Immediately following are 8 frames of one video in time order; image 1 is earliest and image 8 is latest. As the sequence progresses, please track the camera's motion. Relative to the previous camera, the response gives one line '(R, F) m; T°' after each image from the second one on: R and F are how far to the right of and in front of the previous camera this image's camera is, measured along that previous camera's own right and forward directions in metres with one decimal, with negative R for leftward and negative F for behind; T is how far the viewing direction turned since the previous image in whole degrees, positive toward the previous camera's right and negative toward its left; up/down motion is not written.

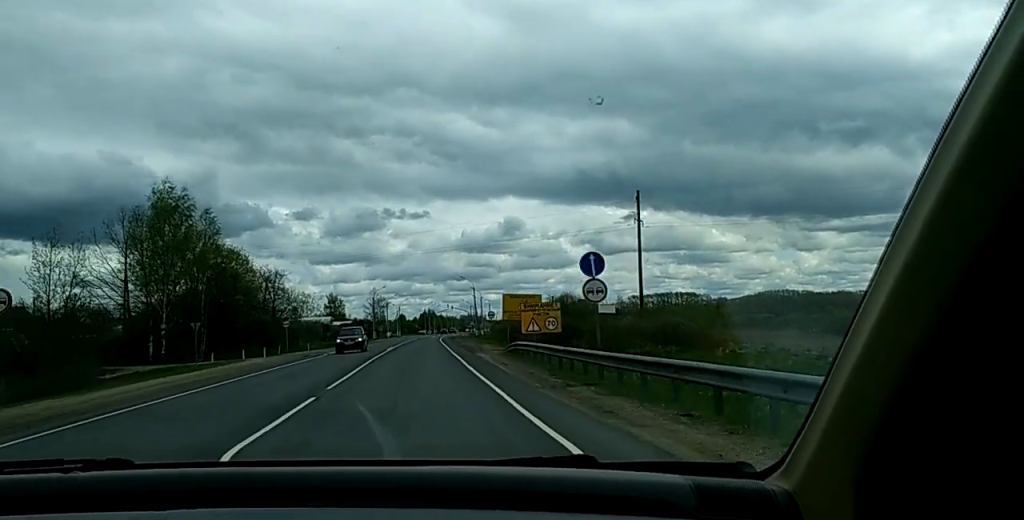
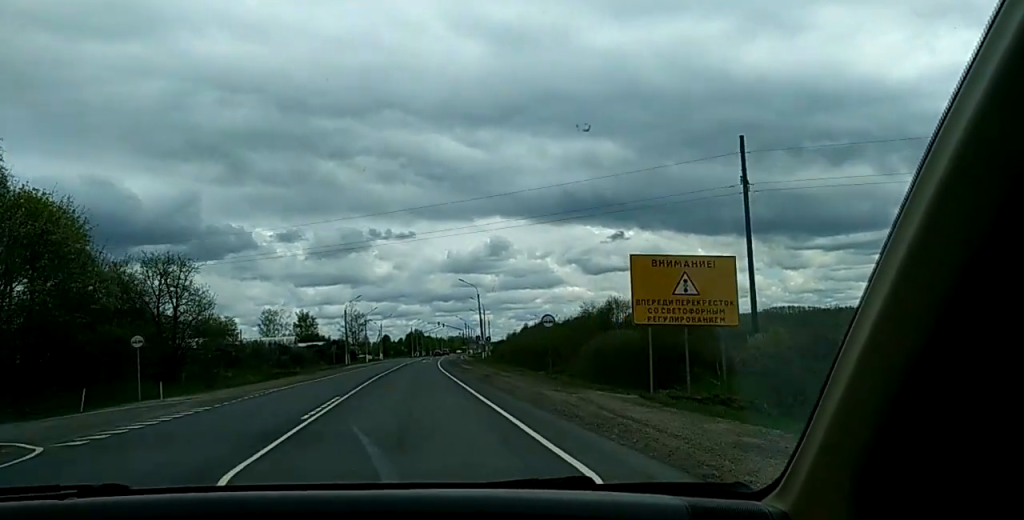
(+1.1, +48.2) m; +2°
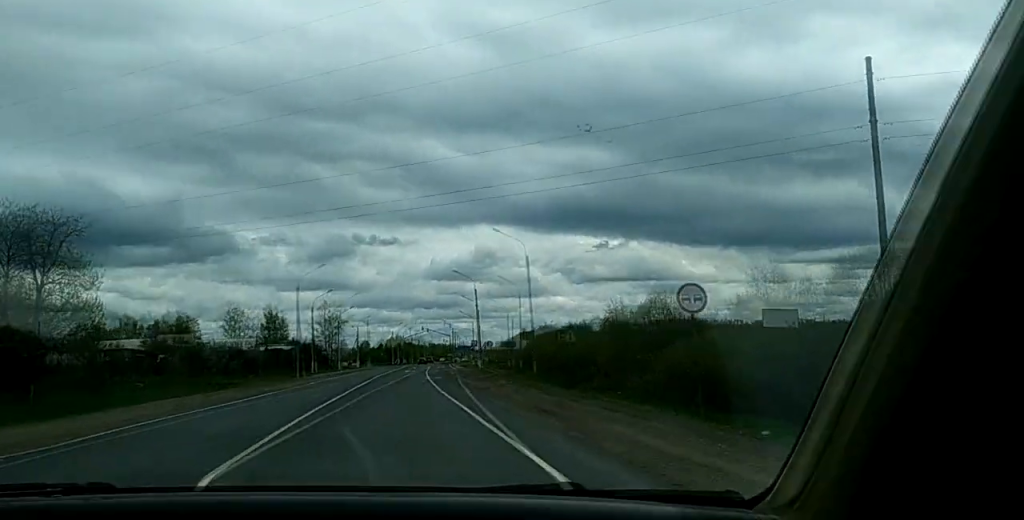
(-0.2, +27.5) m; -2°
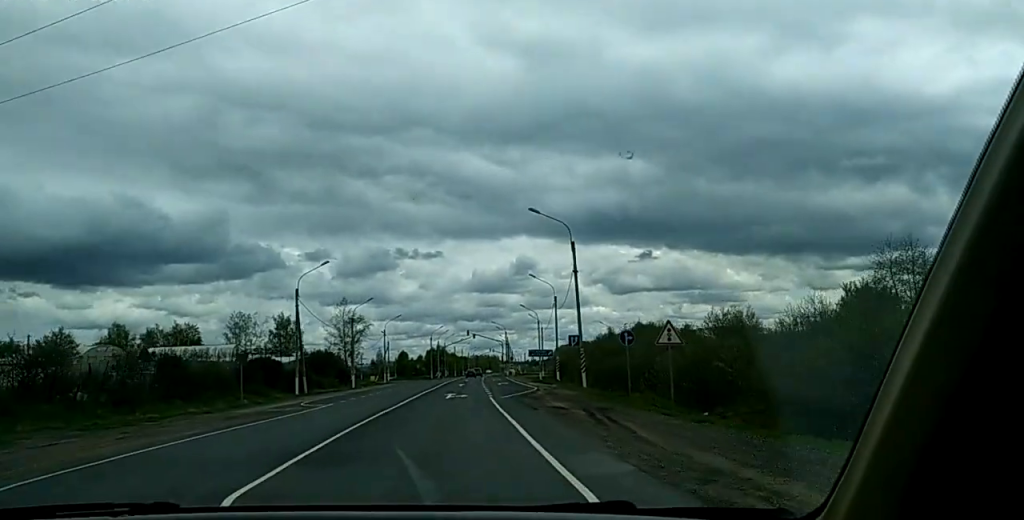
(-0.3, +17.1) m; -1°
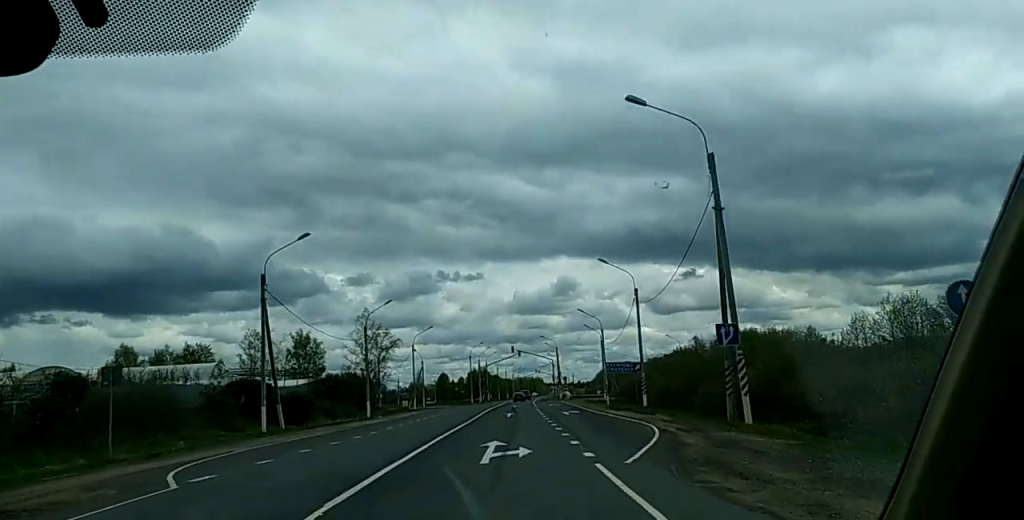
(+0.3, +28.4) m; +2°
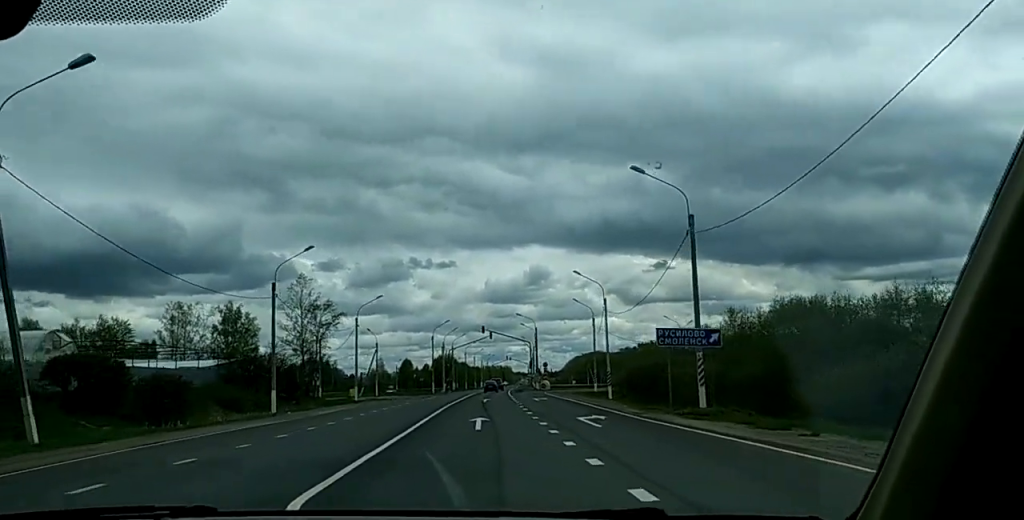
(+0.6, +27.3) m; +2°
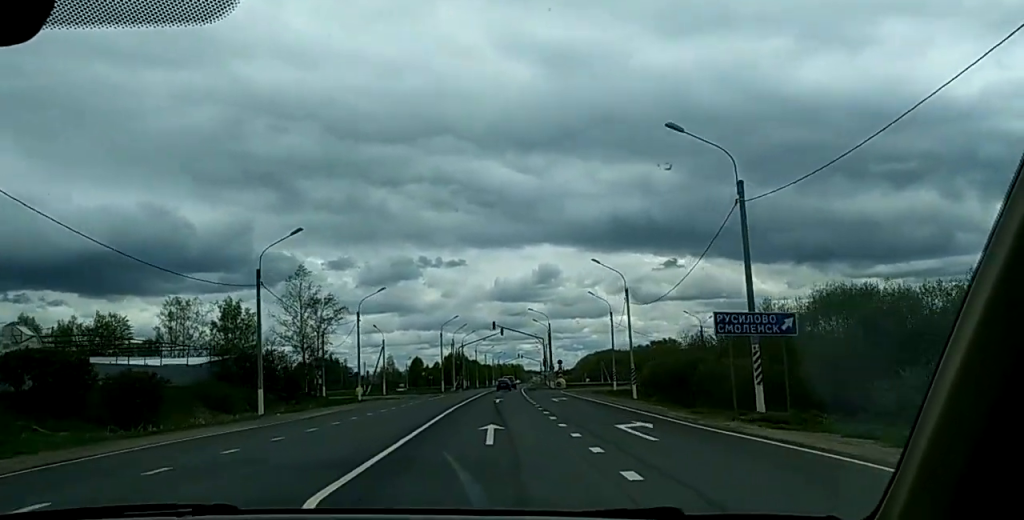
(+0.1, +7.0) m; 0°
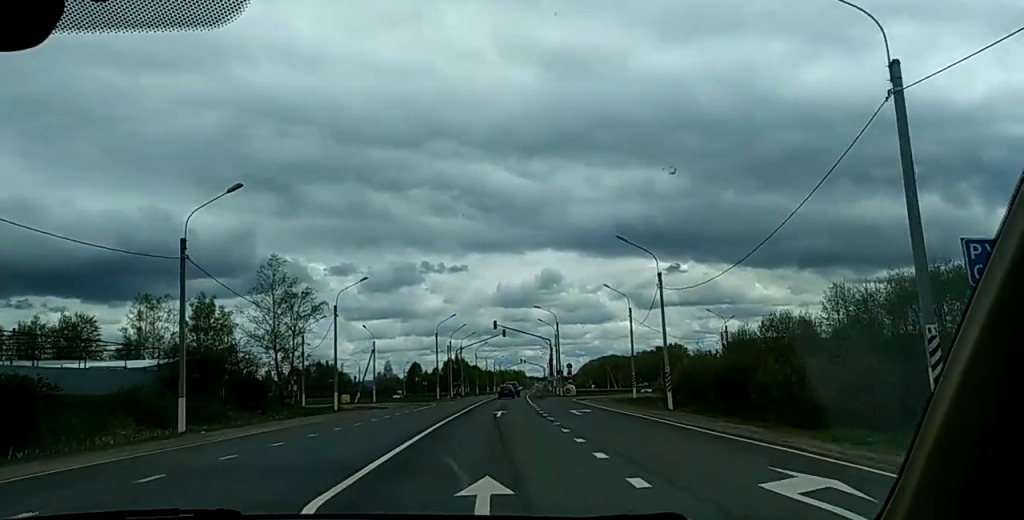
(+0.1, +14.3) m; 0°
